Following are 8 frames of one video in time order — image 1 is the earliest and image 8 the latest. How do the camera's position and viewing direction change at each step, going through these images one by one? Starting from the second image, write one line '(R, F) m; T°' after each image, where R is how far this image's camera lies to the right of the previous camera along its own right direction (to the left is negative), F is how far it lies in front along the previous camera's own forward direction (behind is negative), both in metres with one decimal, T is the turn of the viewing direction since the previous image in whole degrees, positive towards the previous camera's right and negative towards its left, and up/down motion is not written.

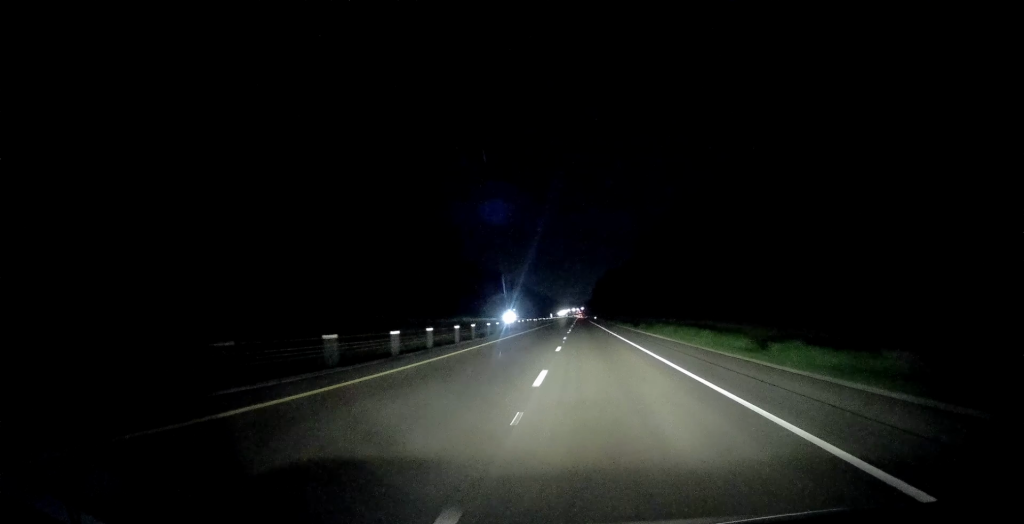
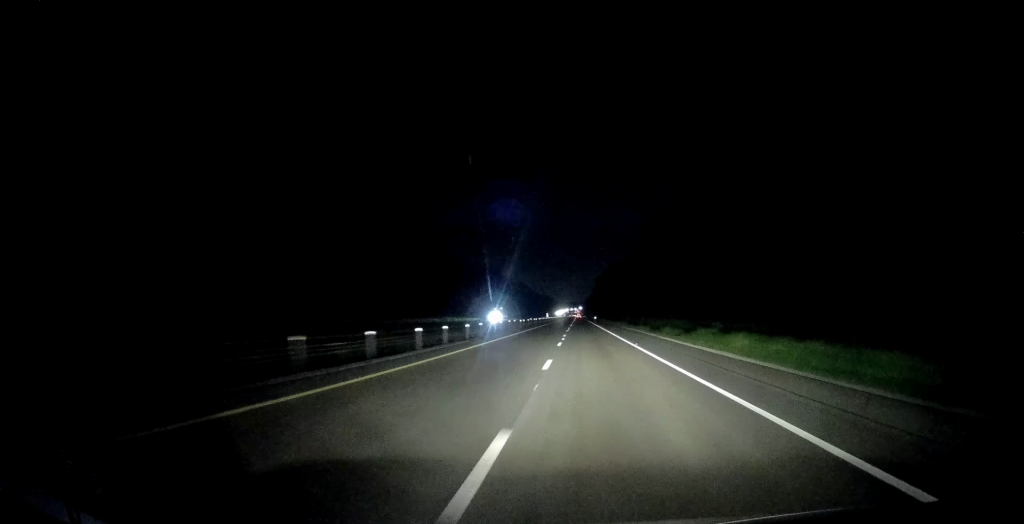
(-0.2, +20.5) m; -1°
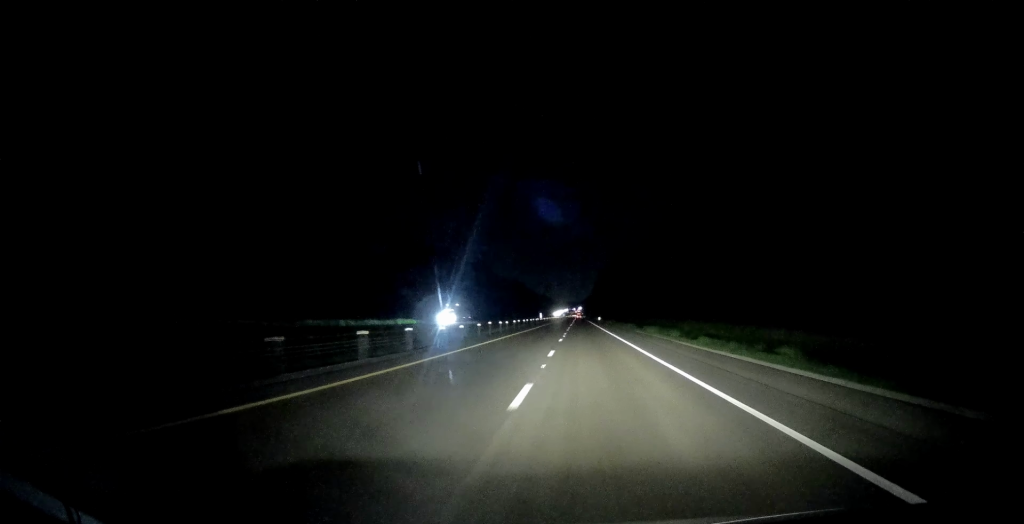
(+0.1, +43.2) m; +1°
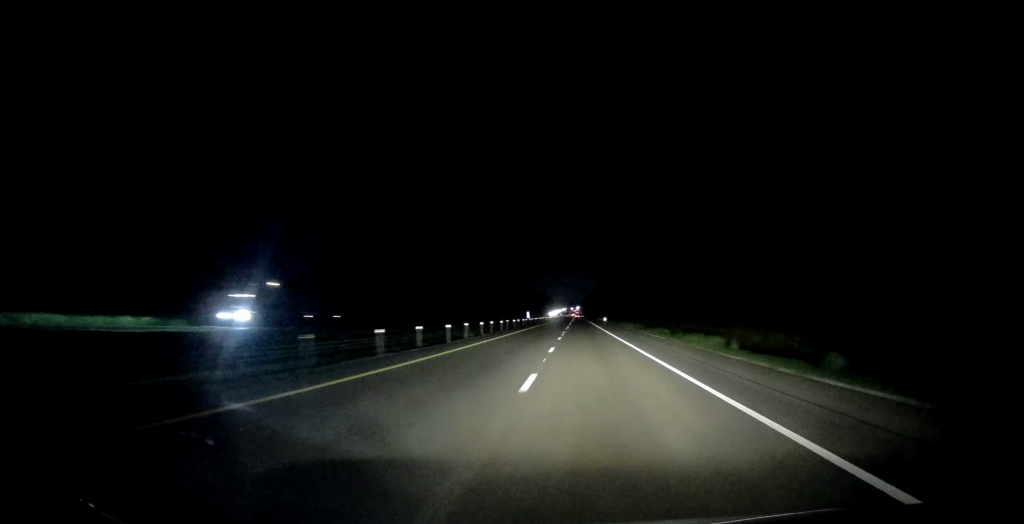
(+0.6, +46.5) m; +1°
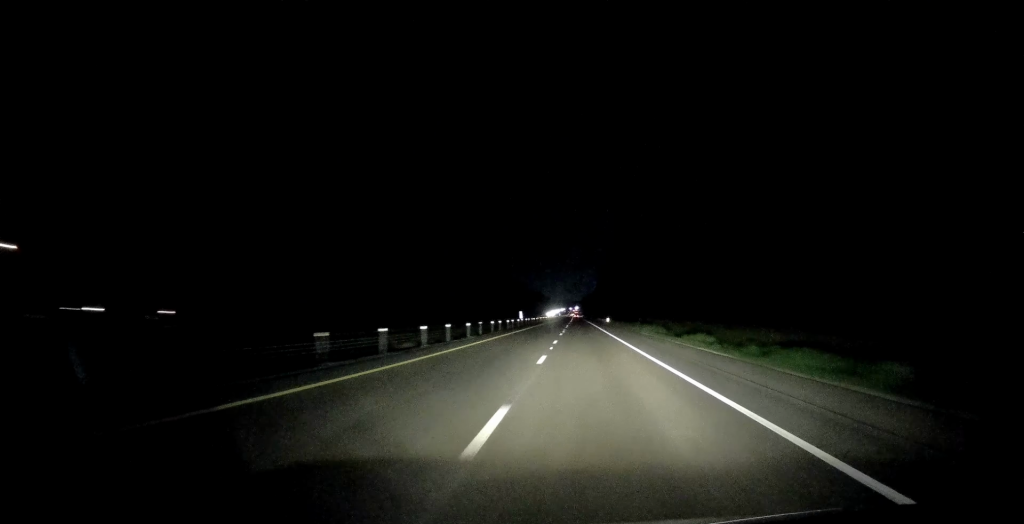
(-0.2, +17.4) m; 0°
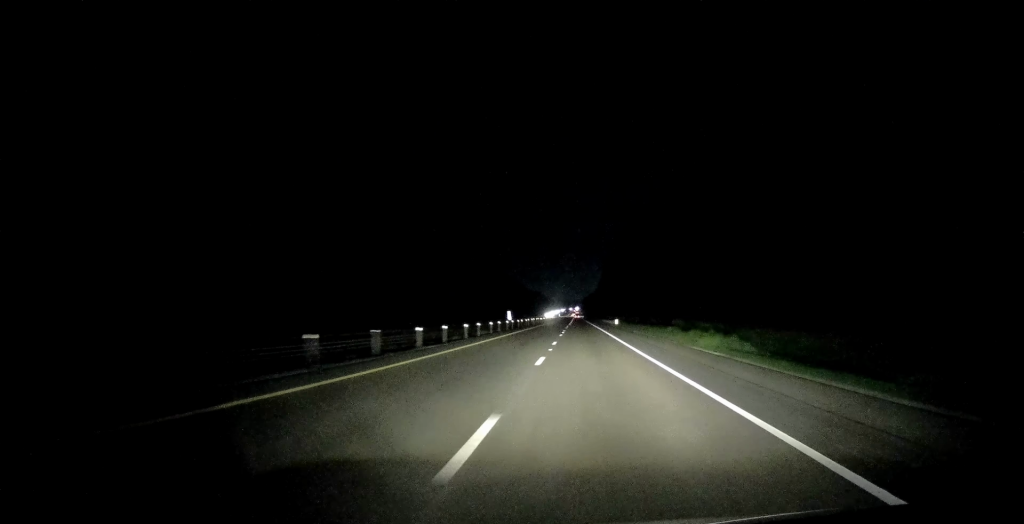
(-0.1, +24.9) m; 0°
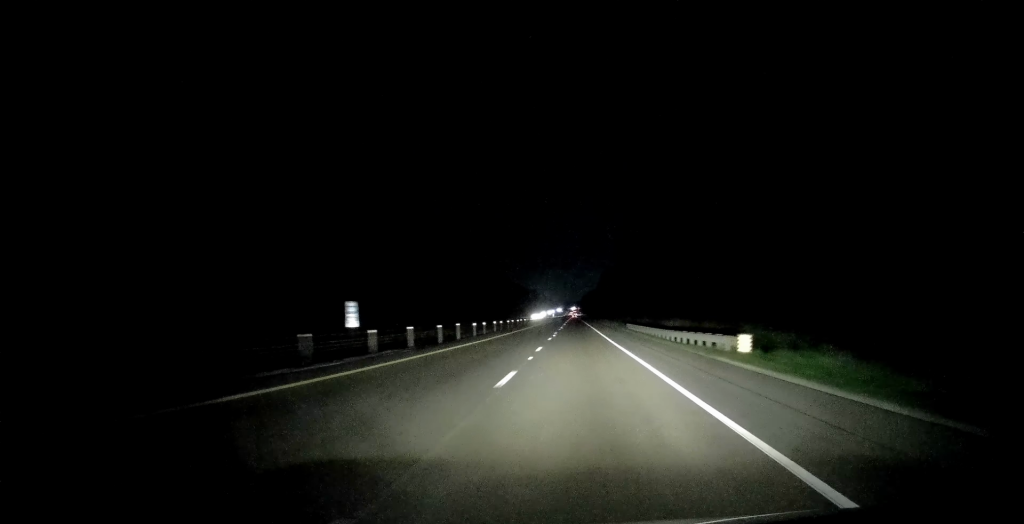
(+0.8, +78.2) m; +1°
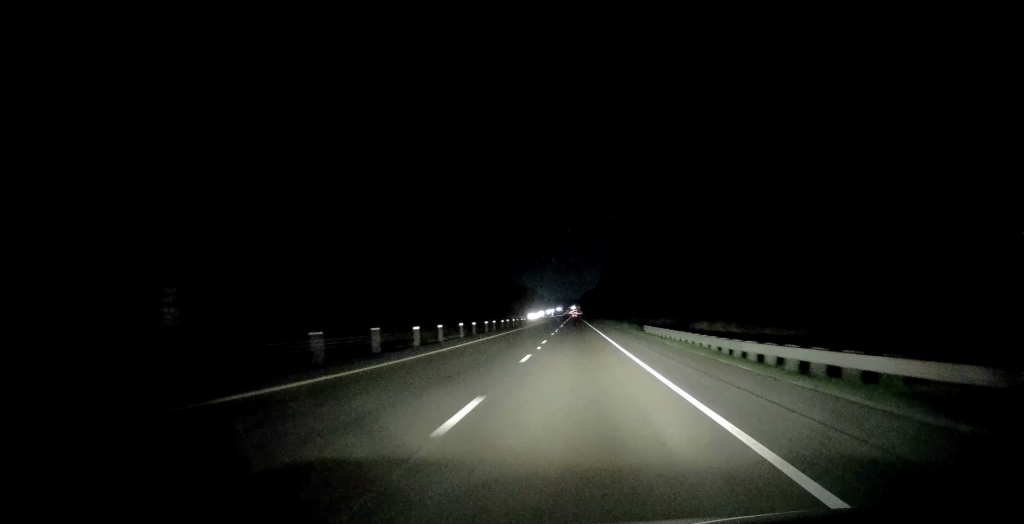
(-0.1, +17.4) m; 0°
